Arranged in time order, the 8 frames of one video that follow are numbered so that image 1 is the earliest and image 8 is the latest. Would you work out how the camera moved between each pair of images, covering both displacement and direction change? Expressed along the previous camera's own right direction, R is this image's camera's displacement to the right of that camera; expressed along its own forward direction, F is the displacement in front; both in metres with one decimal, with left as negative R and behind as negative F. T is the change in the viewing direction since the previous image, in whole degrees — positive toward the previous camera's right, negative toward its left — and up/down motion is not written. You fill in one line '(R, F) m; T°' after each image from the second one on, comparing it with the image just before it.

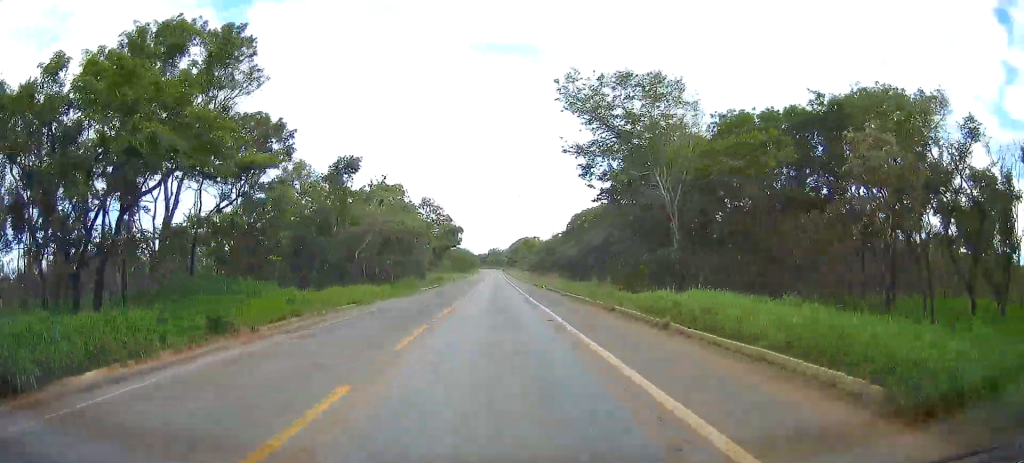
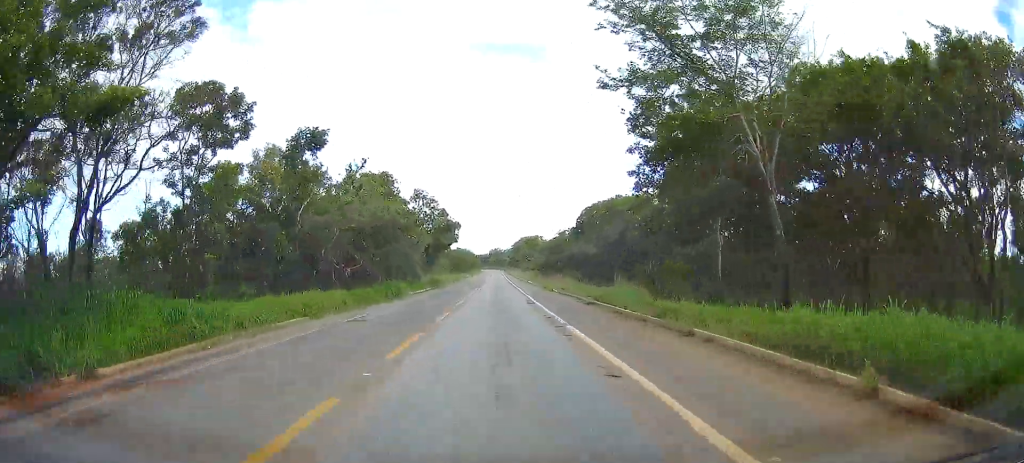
(+0.1, +9.1) m; 0°
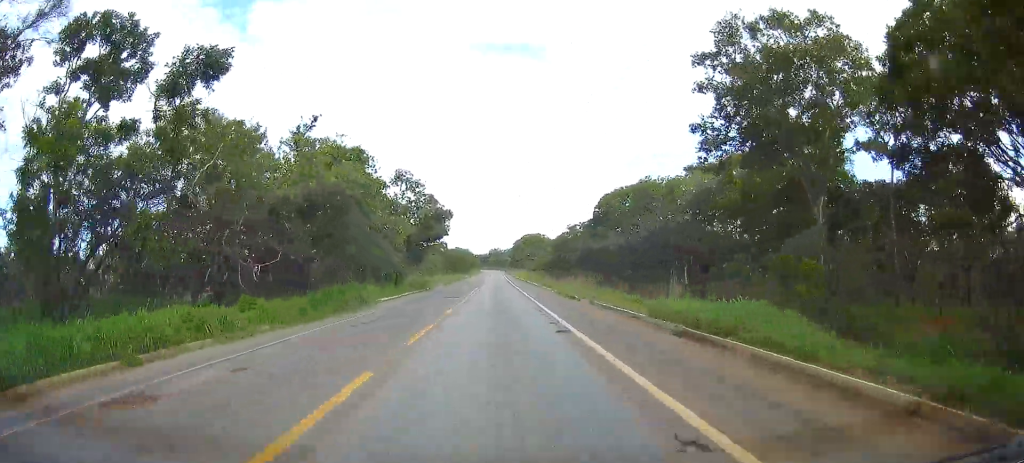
(+0.1, +13.7) m; -1°
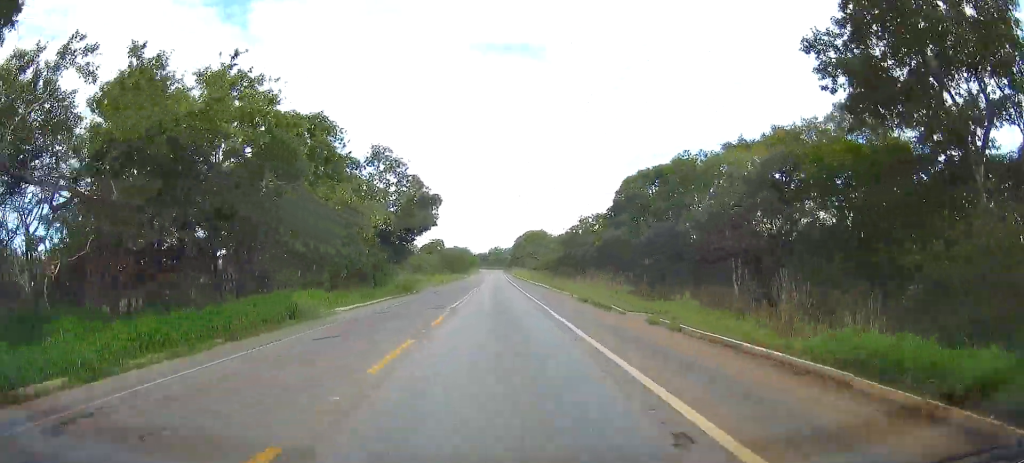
(-0.1, +11.5) m; -1°
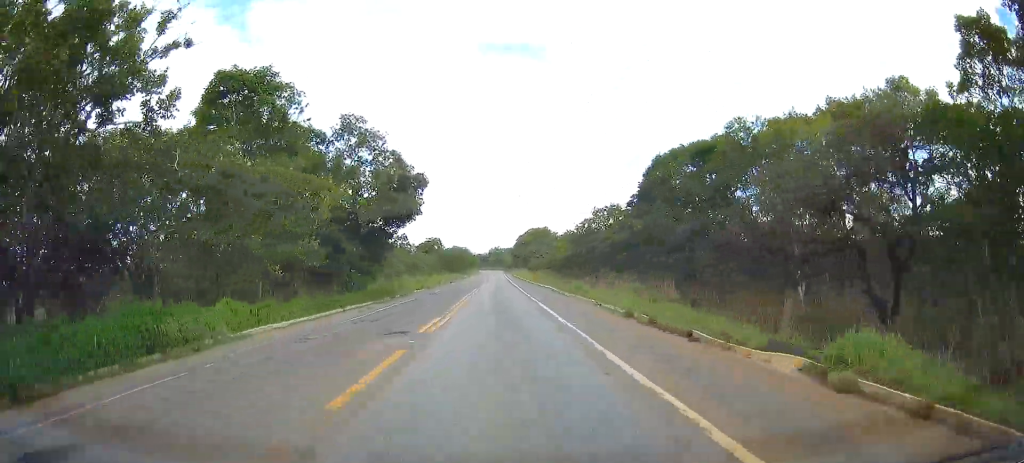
(-0.2, +10.1) m; -1°
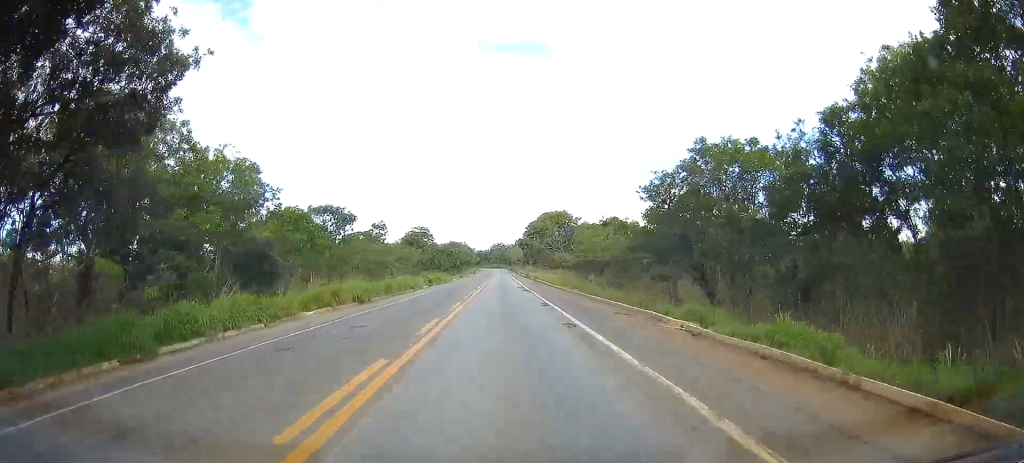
(-0.2, +33.6) m; +1°
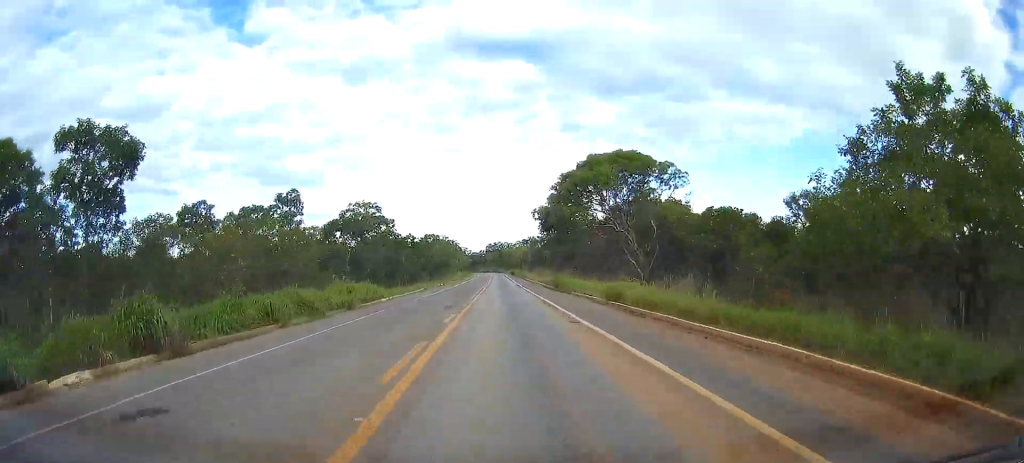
(-0.3, +54.3) m; -1°
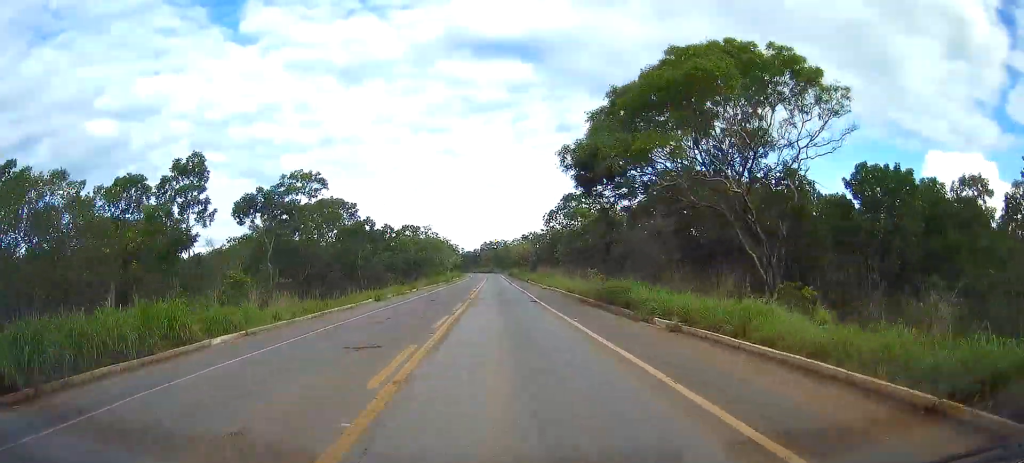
(+0.3, +24.5) m; +1°
